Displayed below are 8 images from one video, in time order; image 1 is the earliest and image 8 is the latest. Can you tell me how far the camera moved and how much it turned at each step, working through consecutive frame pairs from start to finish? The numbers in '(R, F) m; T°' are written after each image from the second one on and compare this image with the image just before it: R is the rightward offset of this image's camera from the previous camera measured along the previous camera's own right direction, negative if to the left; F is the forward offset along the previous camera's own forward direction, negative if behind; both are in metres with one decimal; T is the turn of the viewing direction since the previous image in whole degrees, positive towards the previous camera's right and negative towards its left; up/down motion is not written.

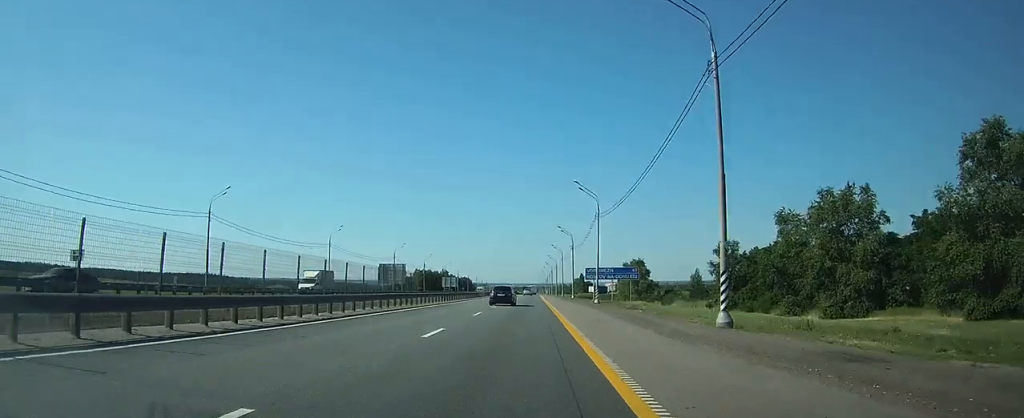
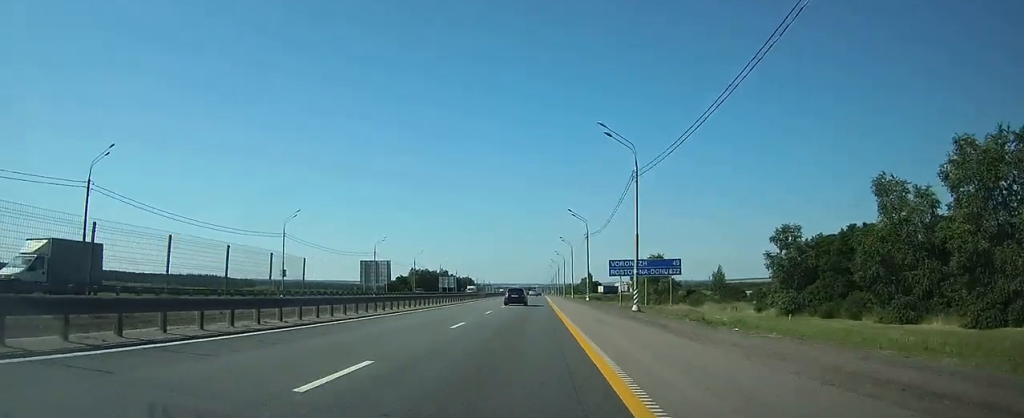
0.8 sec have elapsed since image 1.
(-0.1, +19.9) m; 0°
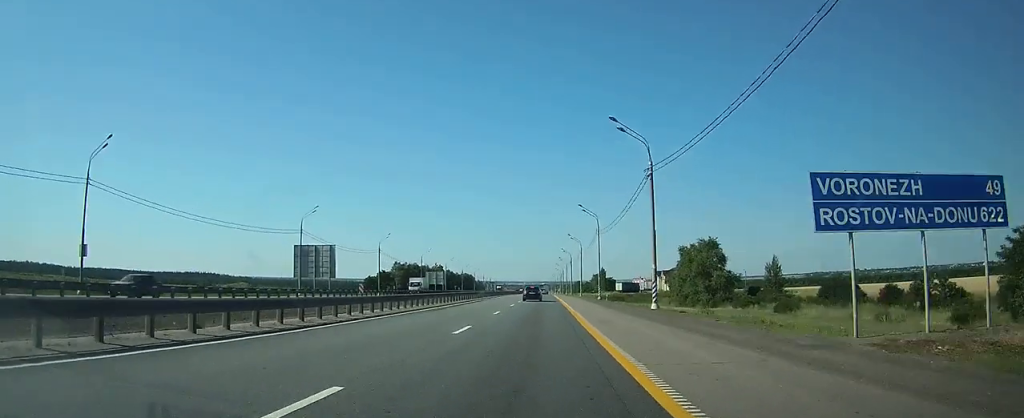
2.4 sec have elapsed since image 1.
(-0.1, +38.5) m; 0°
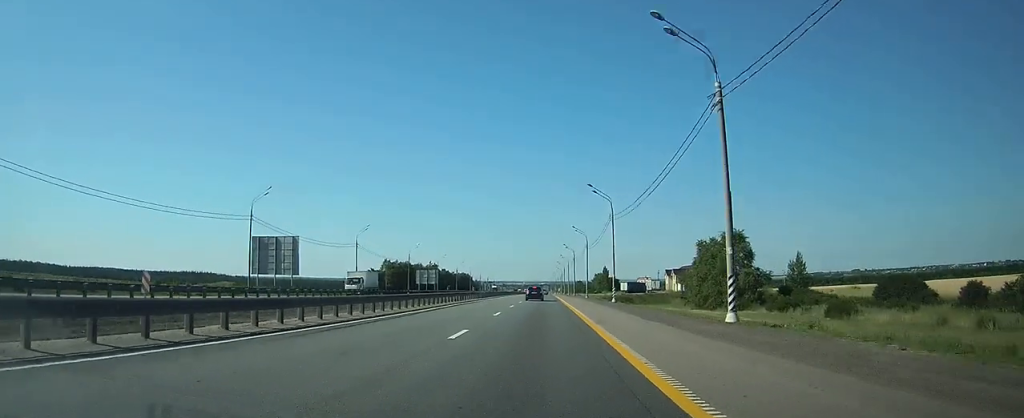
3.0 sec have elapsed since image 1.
(0.0, +13.8) m; 0°
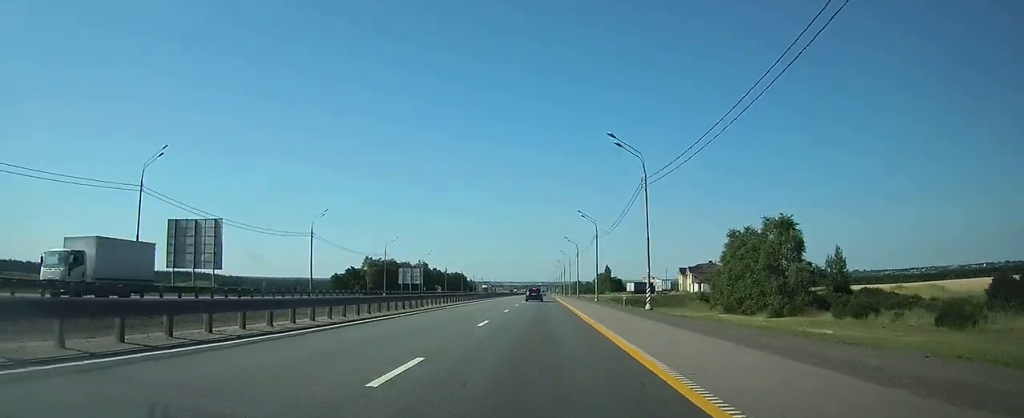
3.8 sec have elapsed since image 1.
(0.0, +18.8) m; 0°
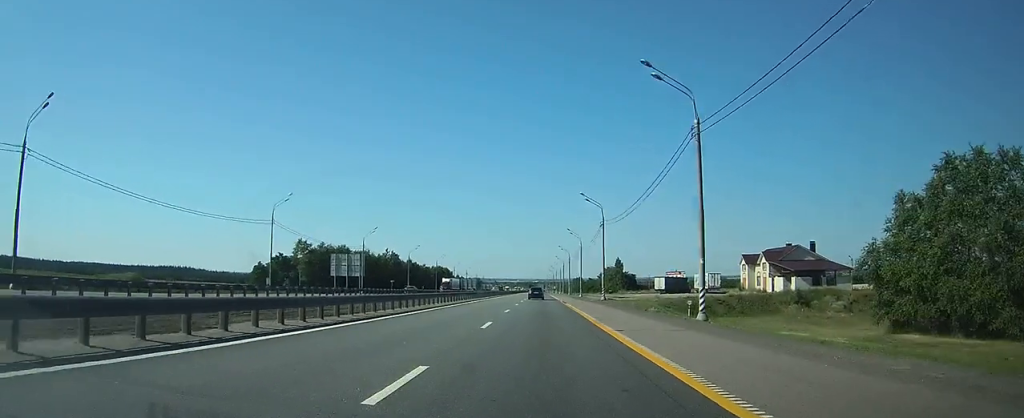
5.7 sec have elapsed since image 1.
(0.0, +48.8) m; 0°
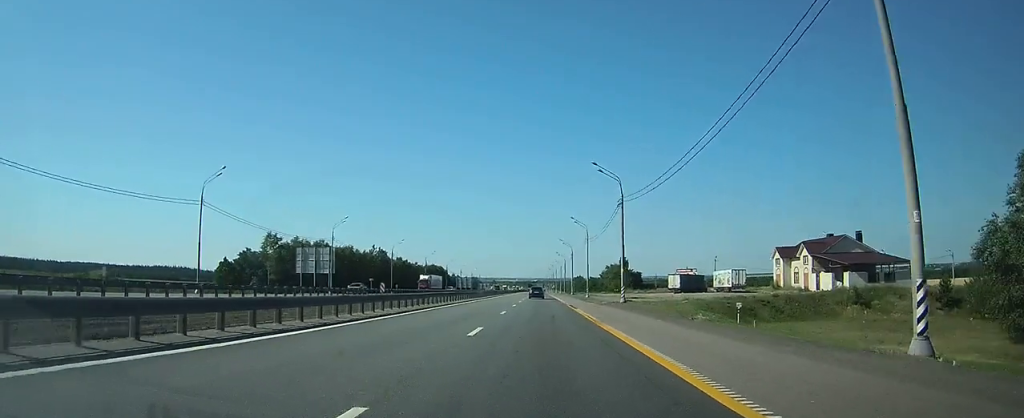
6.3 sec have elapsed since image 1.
(0.0, +15.1) m; 0°
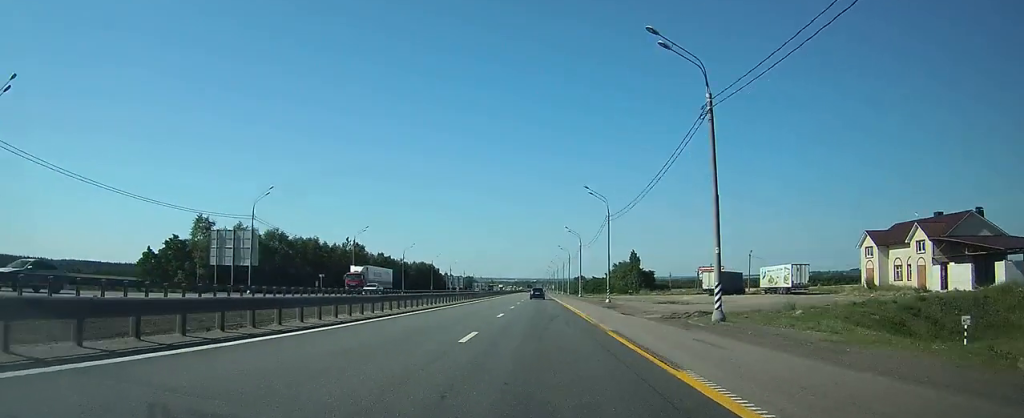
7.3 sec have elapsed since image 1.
(+0.1, +25.4) m; 0°
